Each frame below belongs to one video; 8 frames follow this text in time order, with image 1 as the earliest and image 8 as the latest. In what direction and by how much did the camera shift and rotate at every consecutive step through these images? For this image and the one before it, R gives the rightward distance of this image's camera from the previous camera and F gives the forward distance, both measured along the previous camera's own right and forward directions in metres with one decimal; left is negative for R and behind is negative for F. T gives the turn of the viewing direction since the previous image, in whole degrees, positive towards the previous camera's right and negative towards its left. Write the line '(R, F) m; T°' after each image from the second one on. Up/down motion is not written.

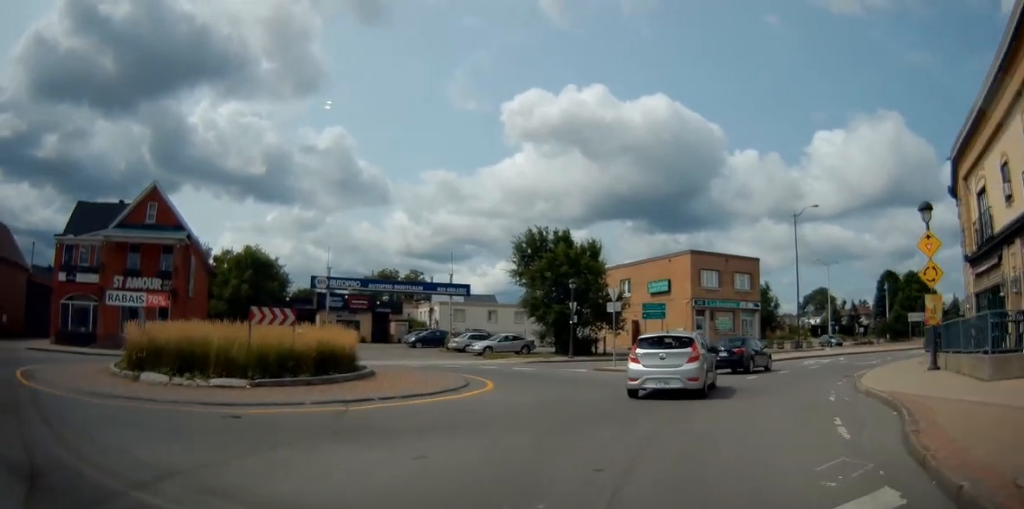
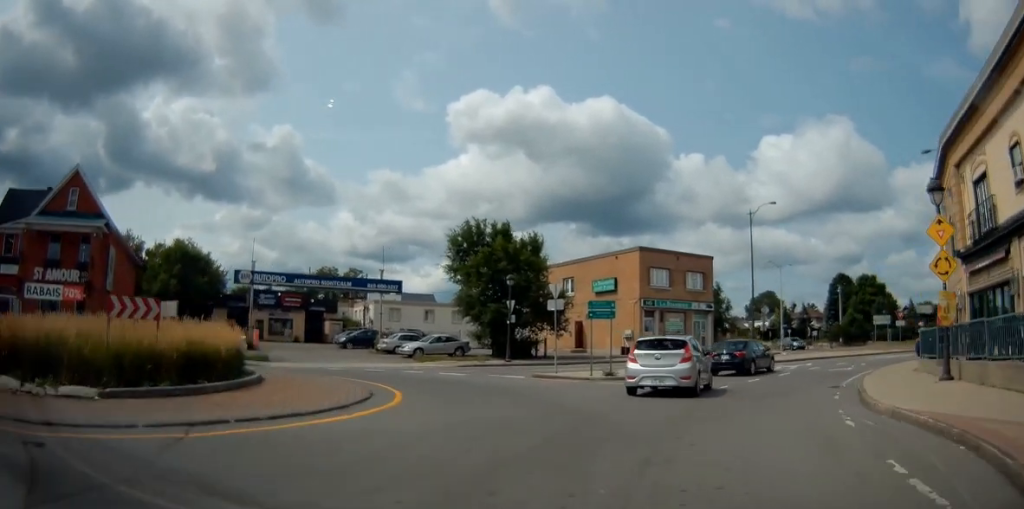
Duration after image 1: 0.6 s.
(+0.2, +3.2) m; +6°
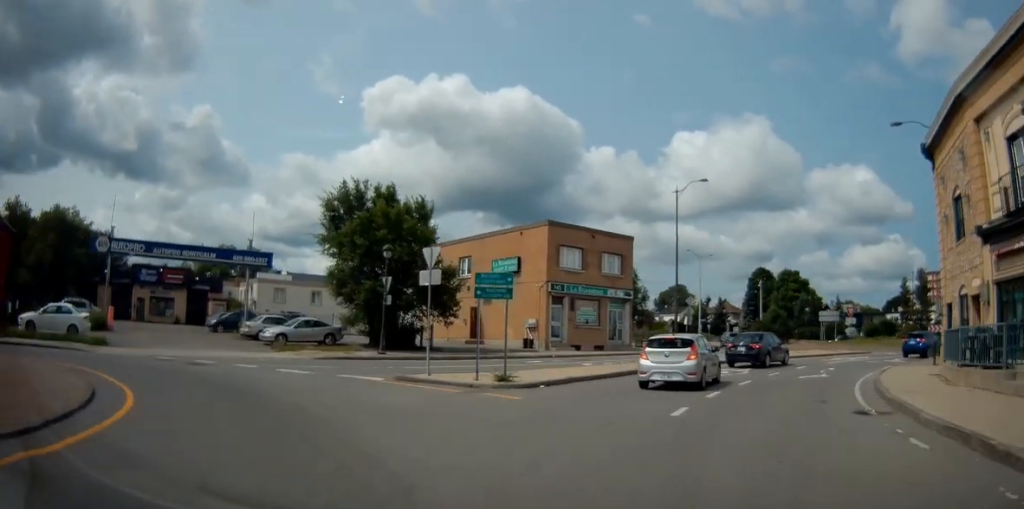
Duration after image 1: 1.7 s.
(+0.5, +6.7) m; +7°
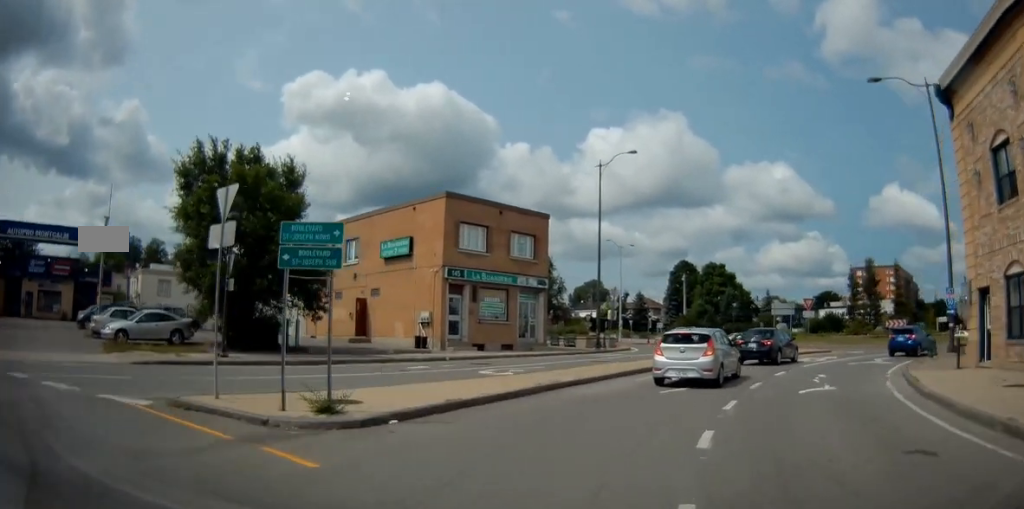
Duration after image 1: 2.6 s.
(+0.3, +6.8) m; +9°
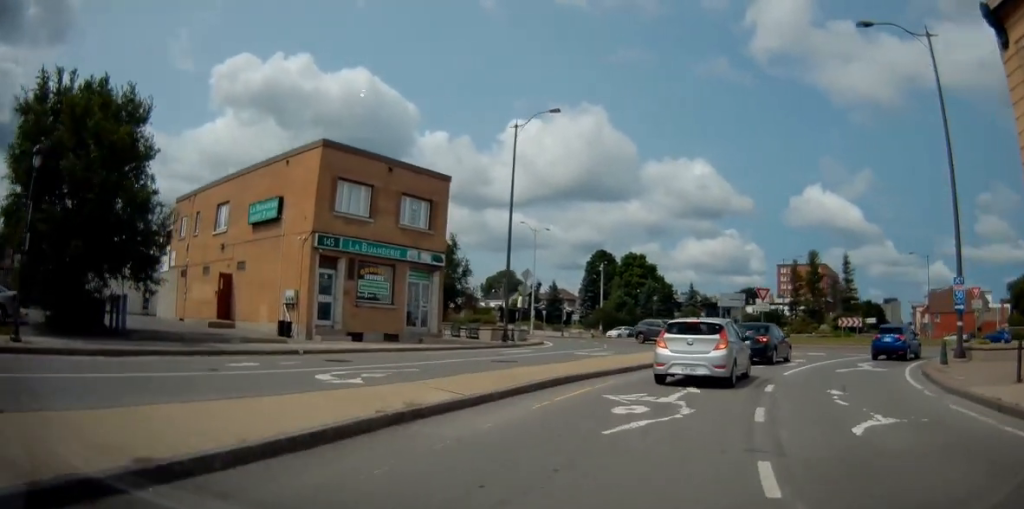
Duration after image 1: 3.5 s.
(+0.5, +6.5) m; +8°
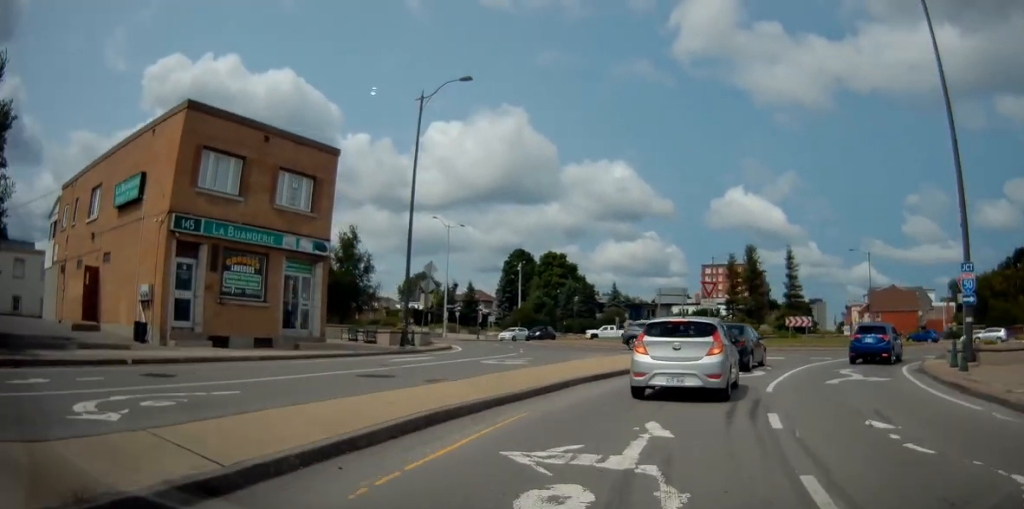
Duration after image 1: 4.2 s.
(+0.3, +4.9) m; +4°
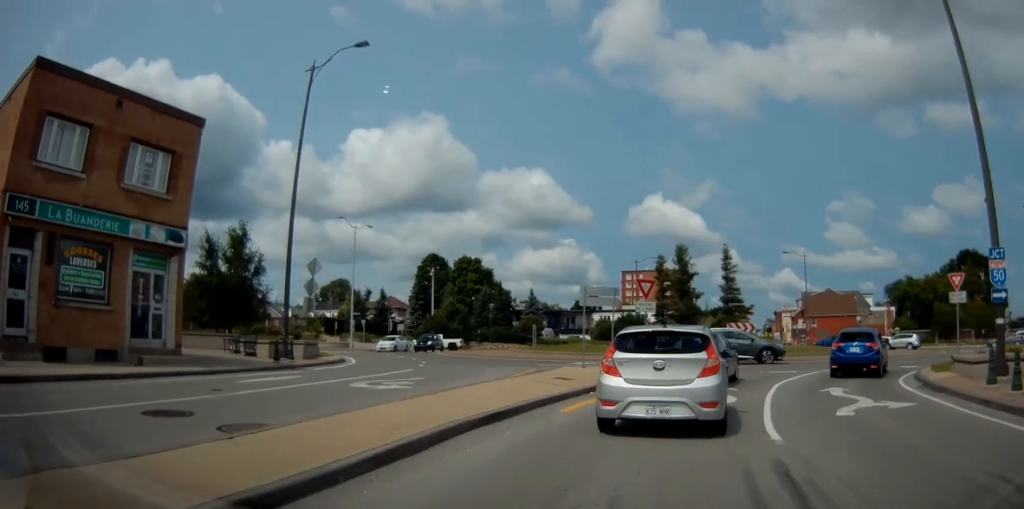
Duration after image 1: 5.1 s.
(+0.2, +5.2) m; +7°
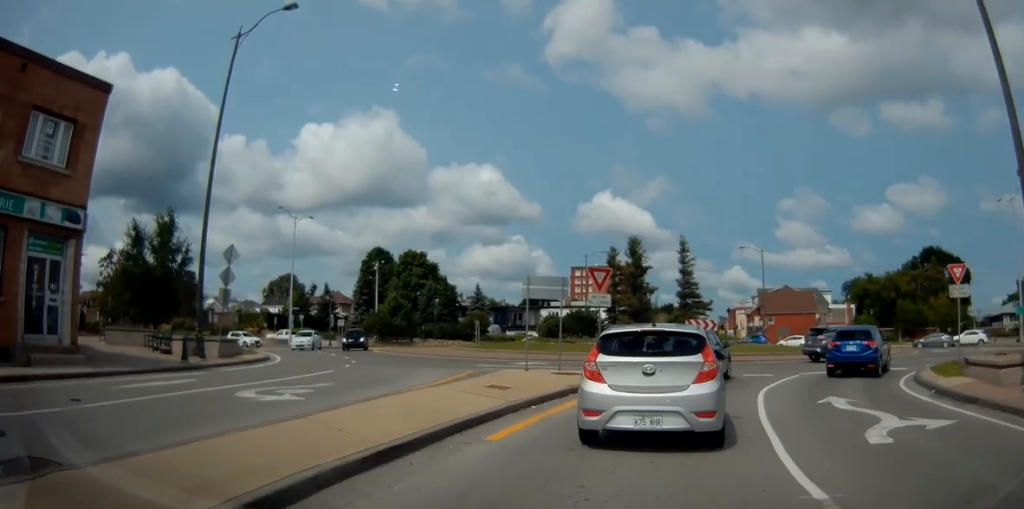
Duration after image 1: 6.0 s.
(+0.3, +3.8) m; +10°
